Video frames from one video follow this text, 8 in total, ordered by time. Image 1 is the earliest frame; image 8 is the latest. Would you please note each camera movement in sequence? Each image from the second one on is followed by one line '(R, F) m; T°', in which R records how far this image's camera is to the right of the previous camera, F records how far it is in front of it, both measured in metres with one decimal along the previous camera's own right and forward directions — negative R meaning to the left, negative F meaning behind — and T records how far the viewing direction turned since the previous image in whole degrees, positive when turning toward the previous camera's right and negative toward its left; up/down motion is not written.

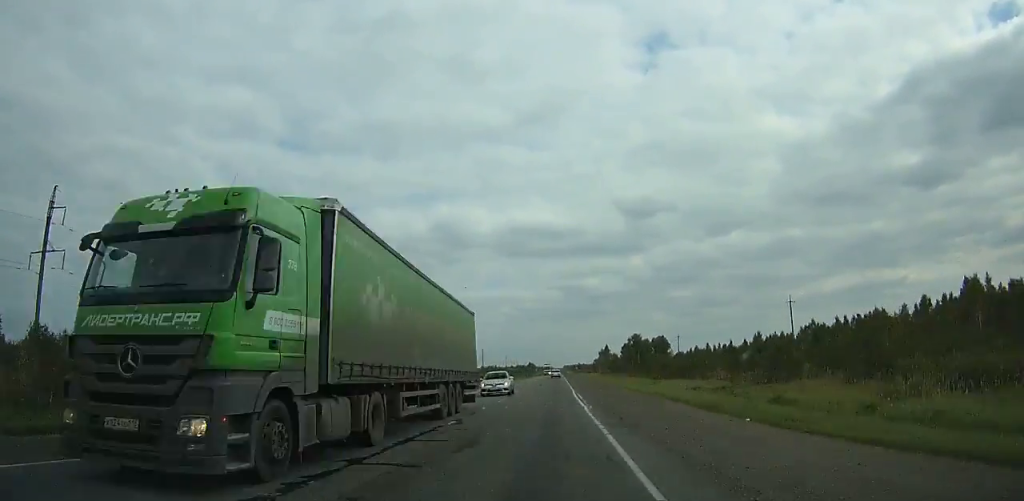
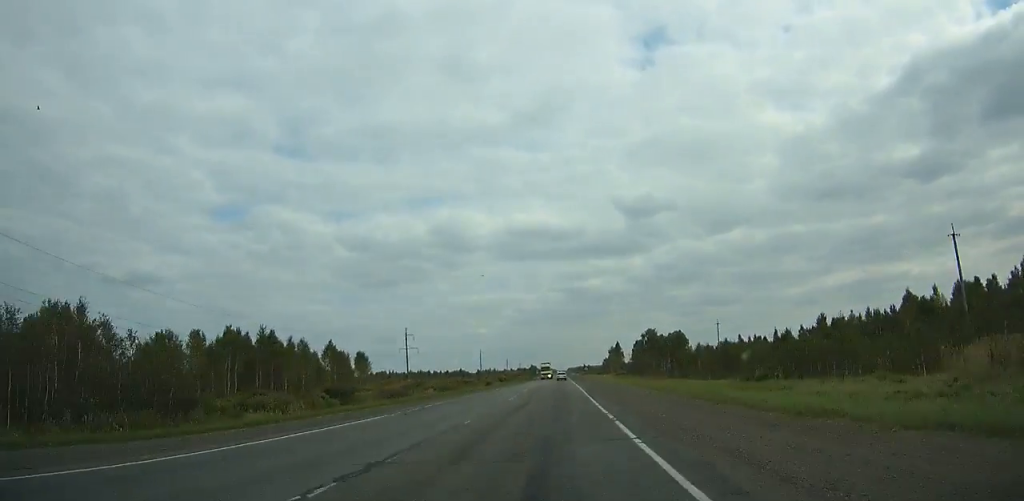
(0.0, +36.2) m; 0°
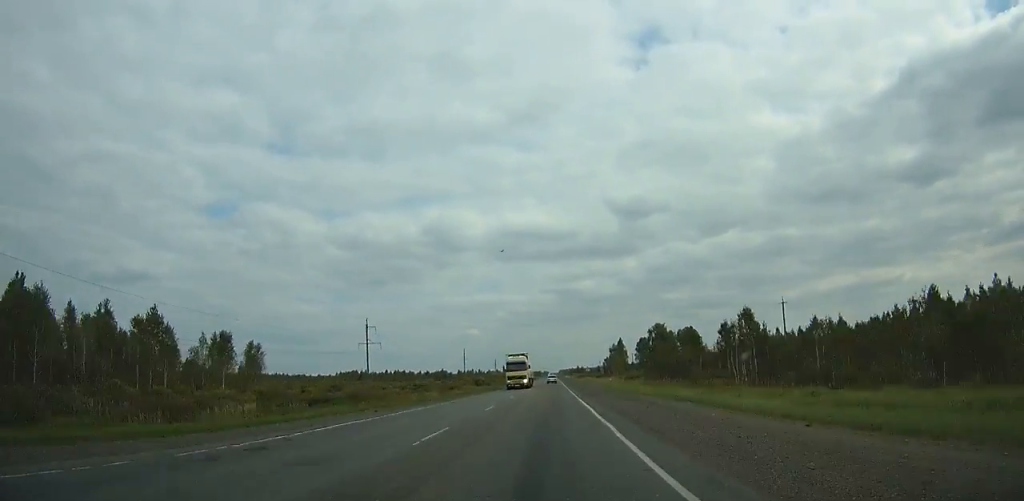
(-0.1, +40.0) m; 0°
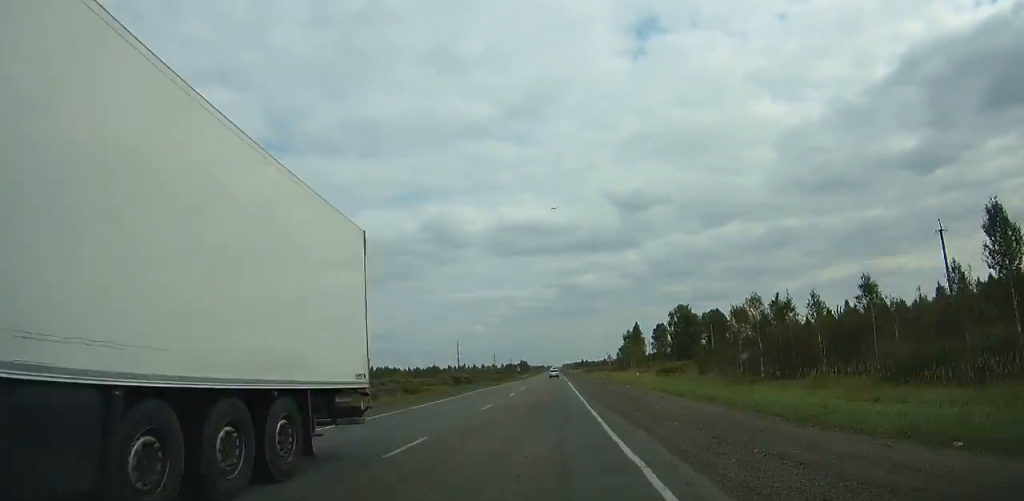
(0.0, +37.7) m; 0°
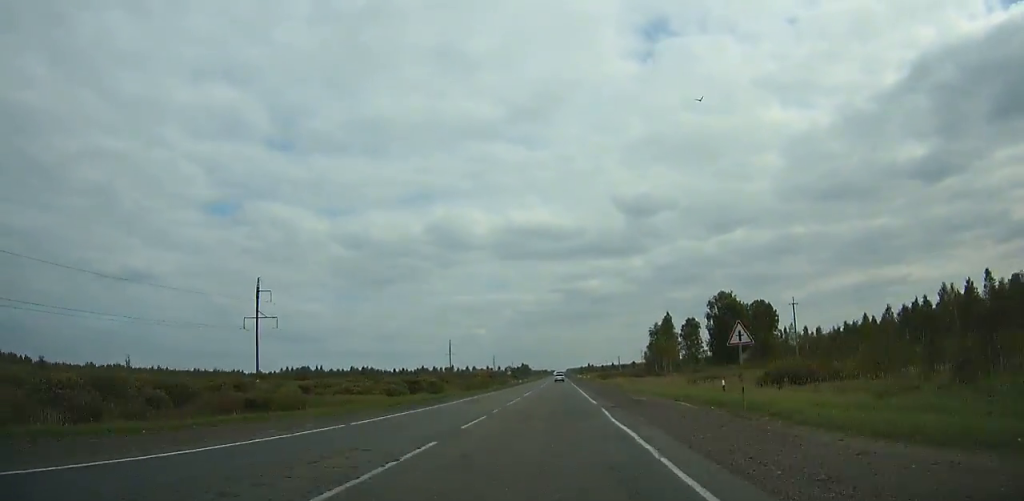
(-0.1, +41.6) m; 0°
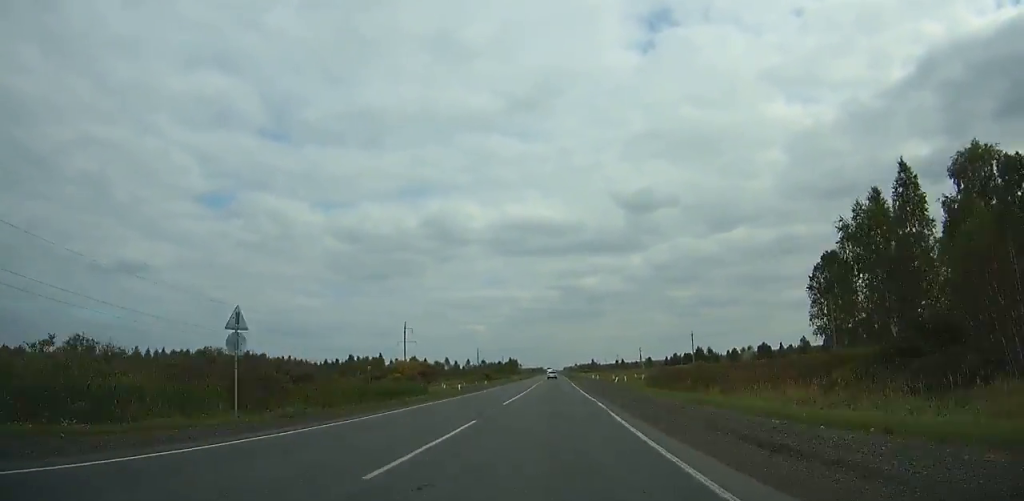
(+0.2, +91.7) m; 0°
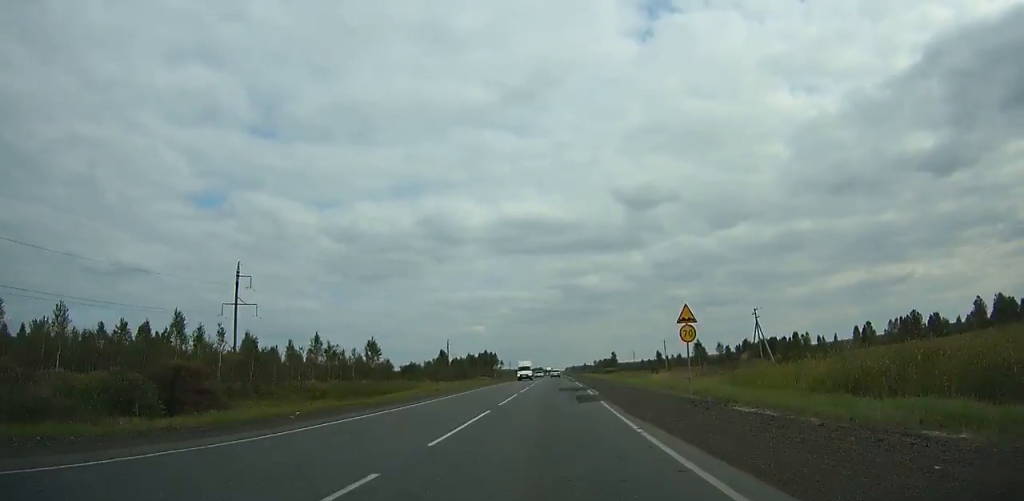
(-0.1, +129.0) m; 0°
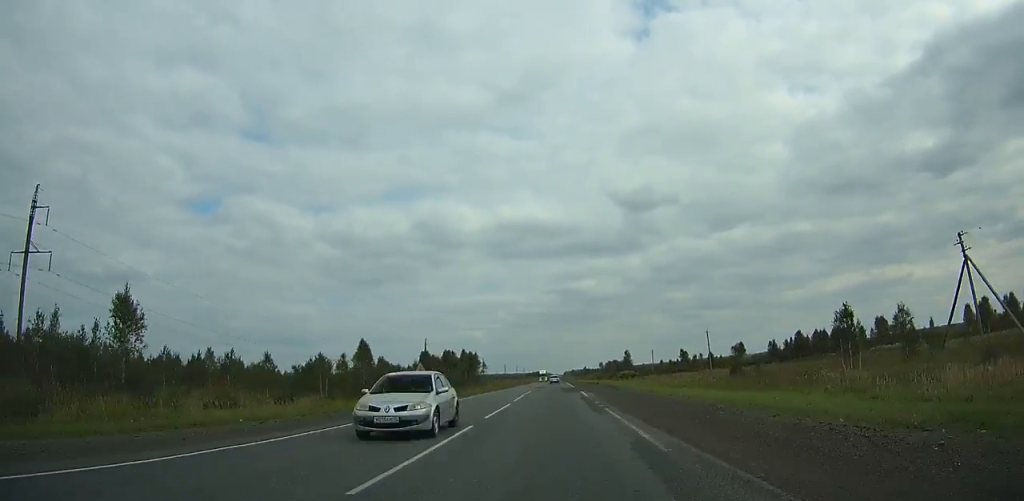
(0.0, +51.8) m; 0°
